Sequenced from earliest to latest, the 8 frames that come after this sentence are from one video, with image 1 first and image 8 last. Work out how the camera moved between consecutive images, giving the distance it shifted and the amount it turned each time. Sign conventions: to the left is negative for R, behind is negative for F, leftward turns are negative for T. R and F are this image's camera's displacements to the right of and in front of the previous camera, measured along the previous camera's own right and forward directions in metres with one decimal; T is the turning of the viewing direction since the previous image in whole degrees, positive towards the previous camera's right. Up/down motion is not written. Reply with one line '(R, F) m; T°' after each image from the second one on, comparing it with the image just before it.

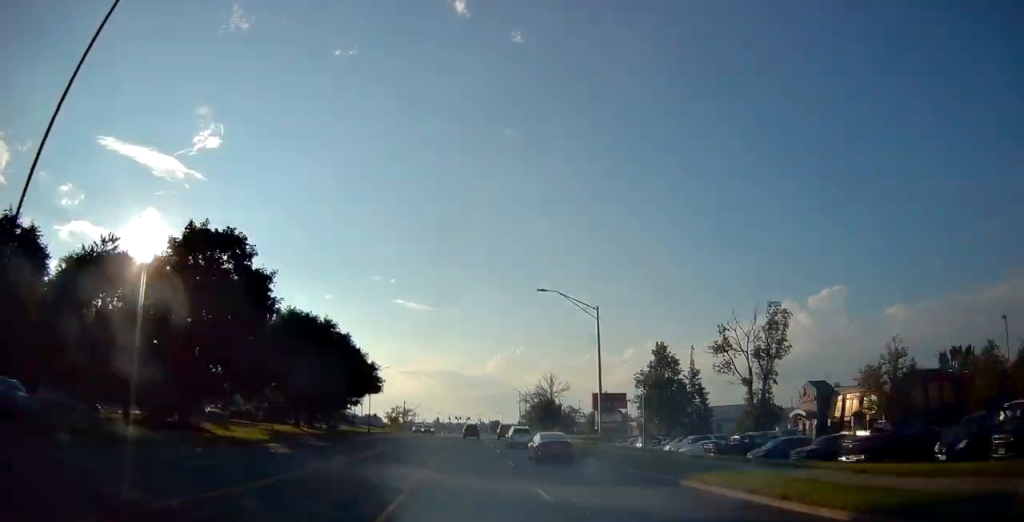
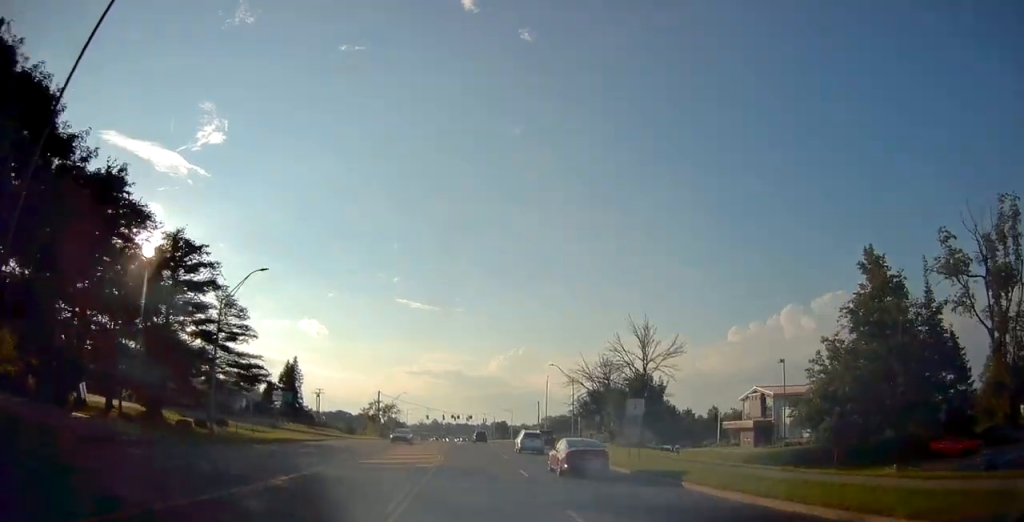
(+0.1, +53.8) m; 0°
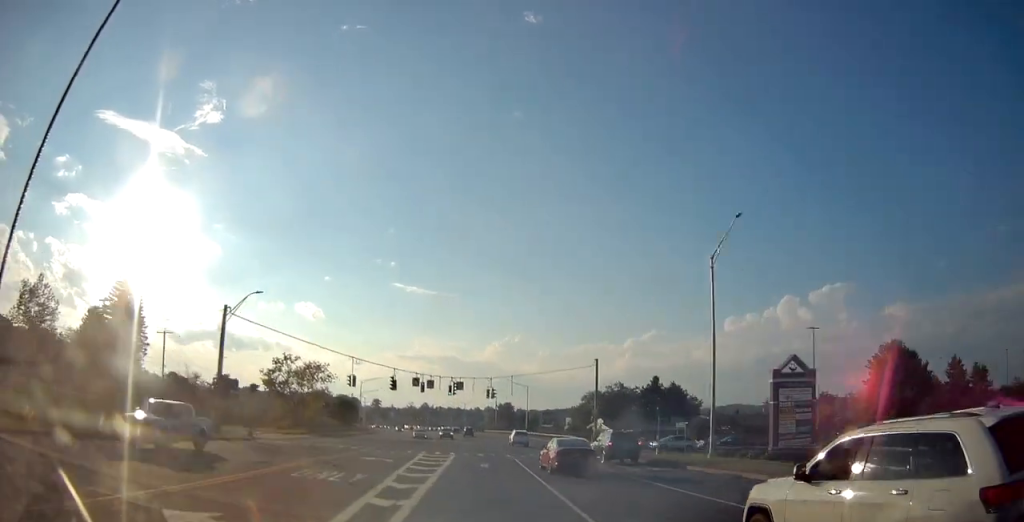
(+0.4, +79.1) m; +1°
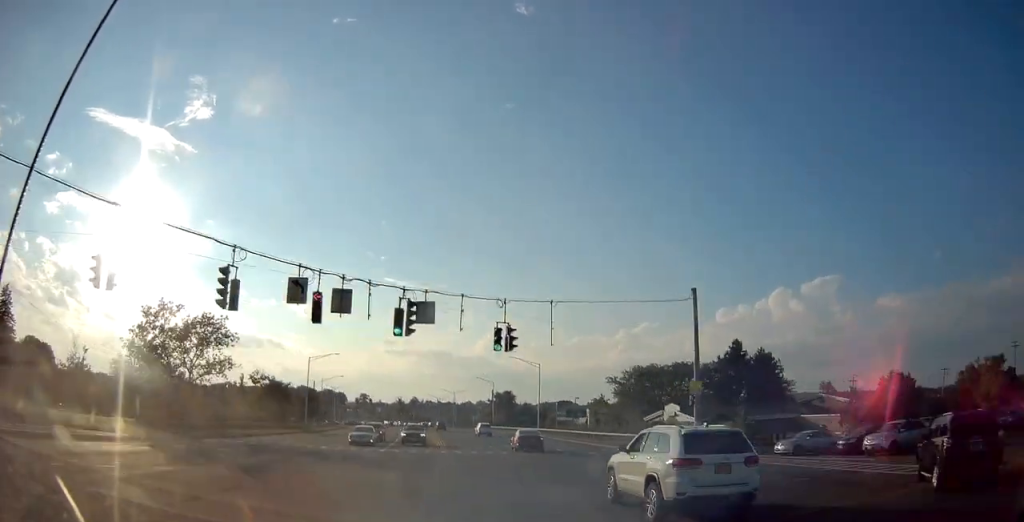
(0.0, +39.1) m; -1°
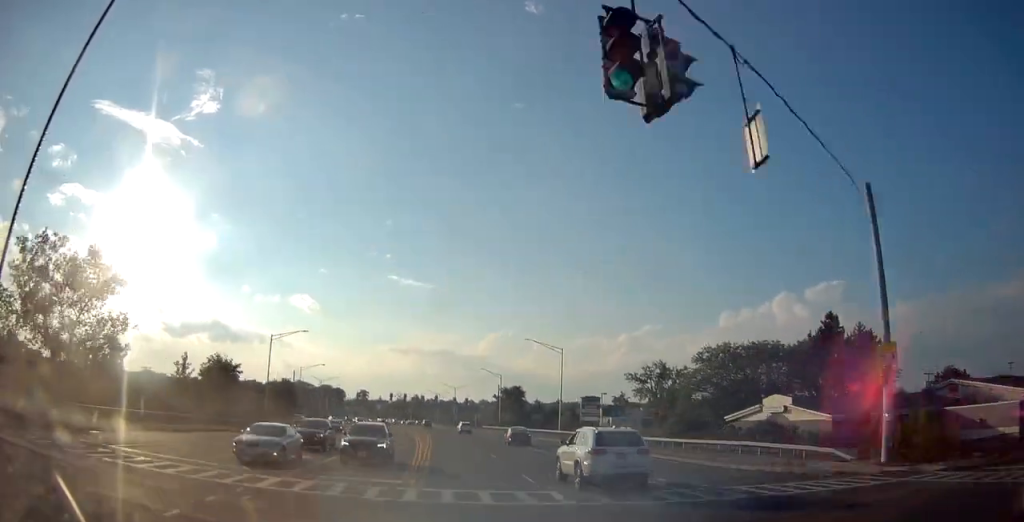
(-0.3, +21.3) m; -1°
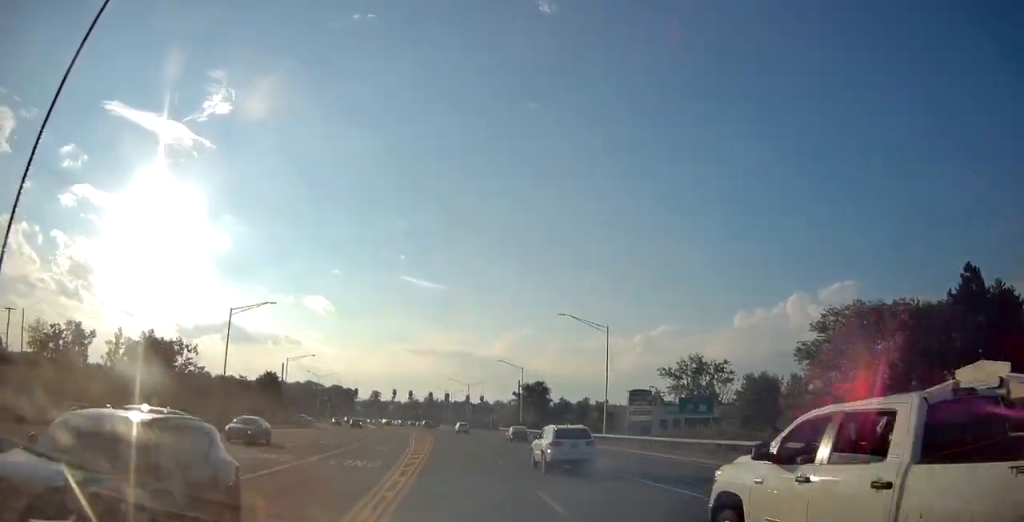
(0.0, +18.4) m; -1°
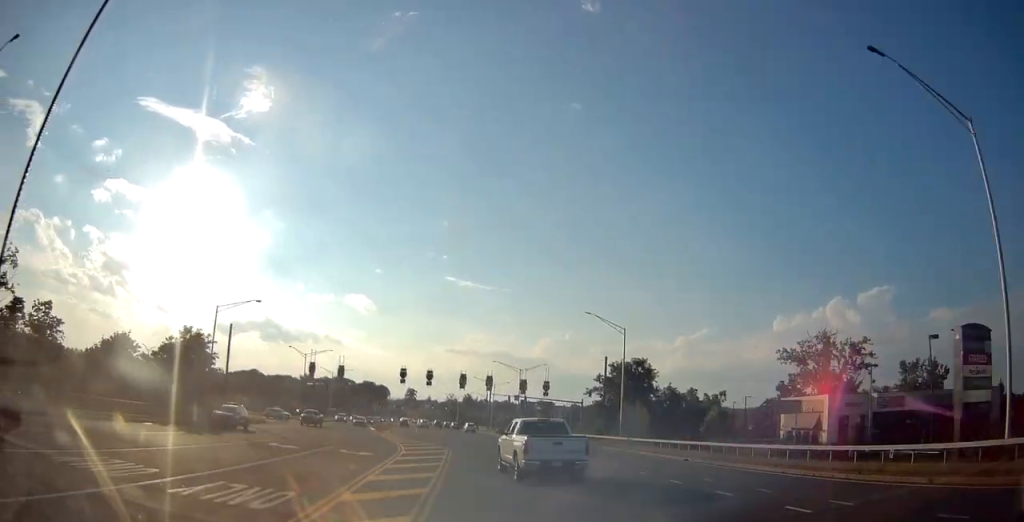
(-1.2, +41.4) m; -4°
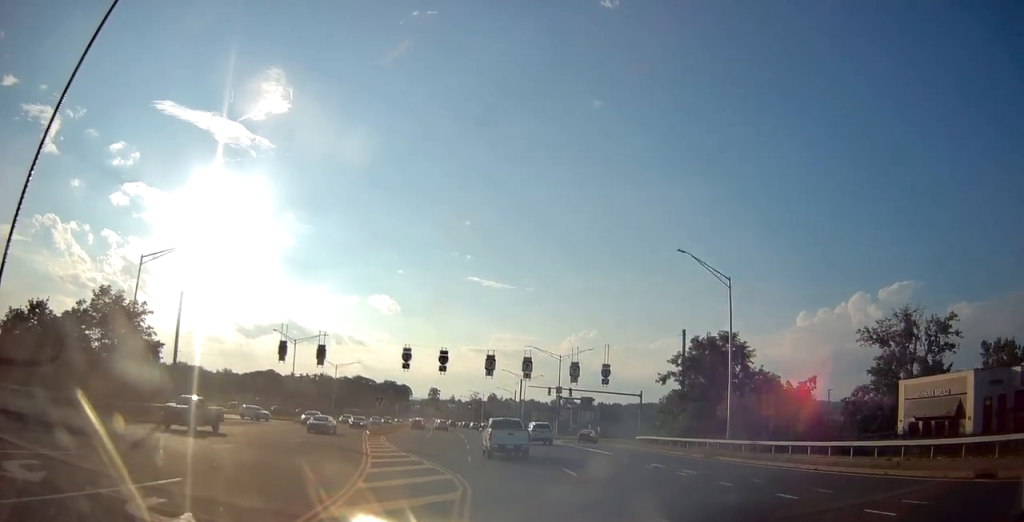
(-0.5, +16.4) m; -2°
